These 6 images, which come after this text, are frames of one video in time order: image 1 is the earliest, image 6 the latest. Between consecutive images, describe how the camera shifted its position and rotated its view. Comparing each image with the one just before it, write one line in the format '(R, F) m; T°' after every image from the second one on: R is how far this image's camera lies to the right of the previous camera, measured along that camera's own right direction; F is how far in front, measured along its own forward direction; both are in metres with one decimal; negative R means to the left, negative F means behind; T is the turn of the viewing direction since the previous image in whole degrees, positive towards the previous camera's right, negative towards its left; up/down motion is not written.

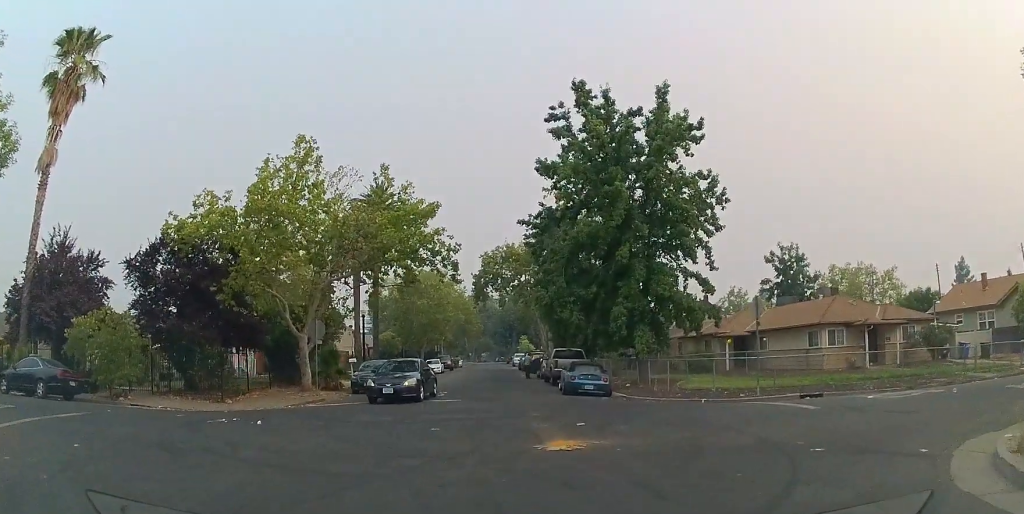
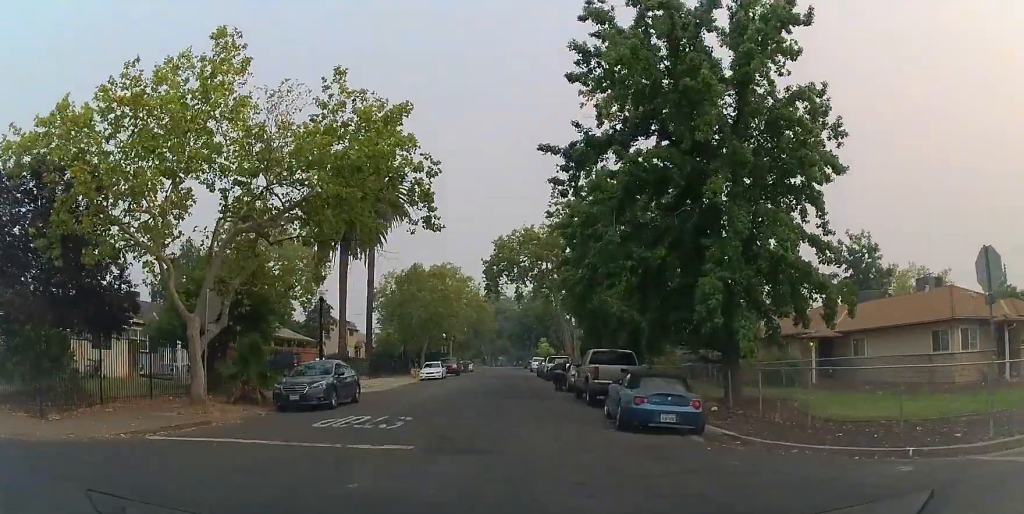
(+0.4, +7.1) m; -3°
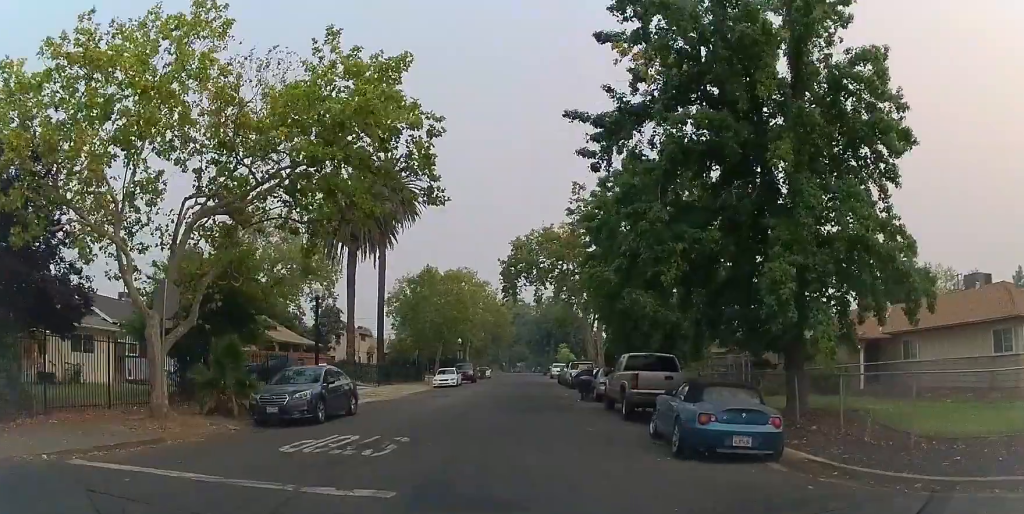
(0.0, +2.7) m; 0°
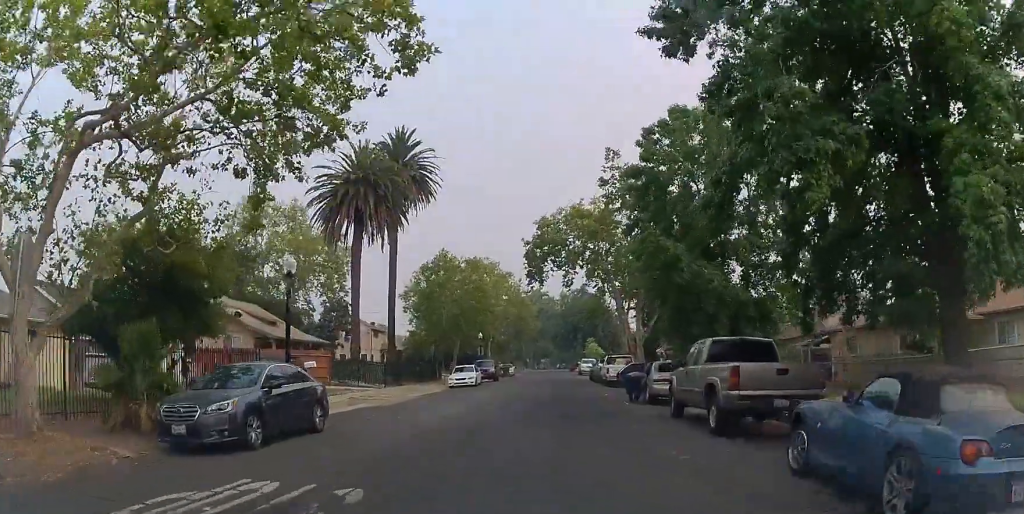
(0.0, +5.0) m; -2°
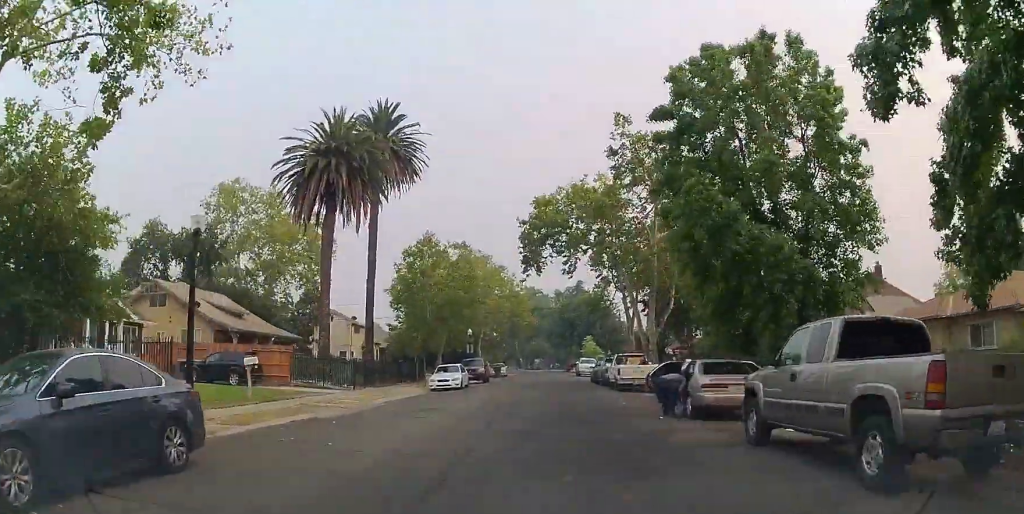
(-0.2, +5.2) m; -2°
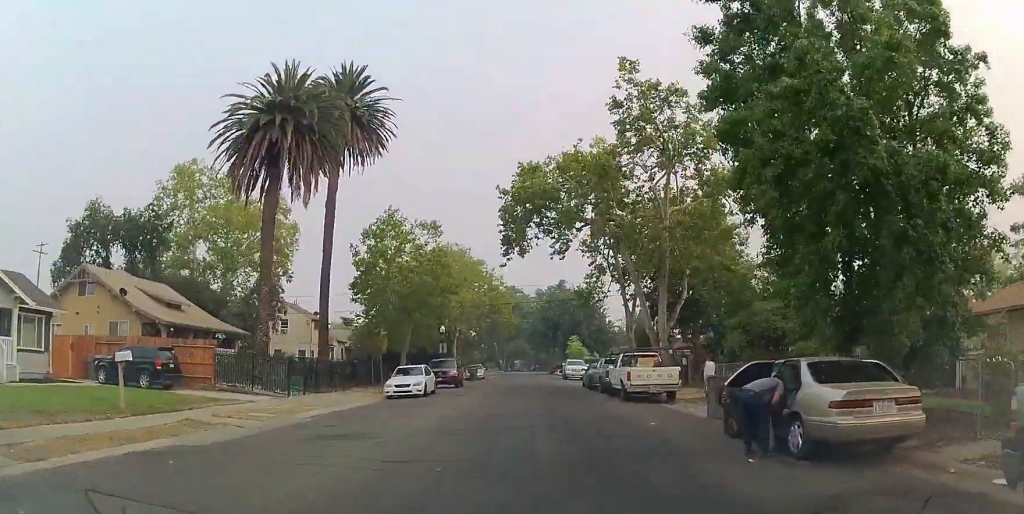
(0.0, +6.3) m; +2°
